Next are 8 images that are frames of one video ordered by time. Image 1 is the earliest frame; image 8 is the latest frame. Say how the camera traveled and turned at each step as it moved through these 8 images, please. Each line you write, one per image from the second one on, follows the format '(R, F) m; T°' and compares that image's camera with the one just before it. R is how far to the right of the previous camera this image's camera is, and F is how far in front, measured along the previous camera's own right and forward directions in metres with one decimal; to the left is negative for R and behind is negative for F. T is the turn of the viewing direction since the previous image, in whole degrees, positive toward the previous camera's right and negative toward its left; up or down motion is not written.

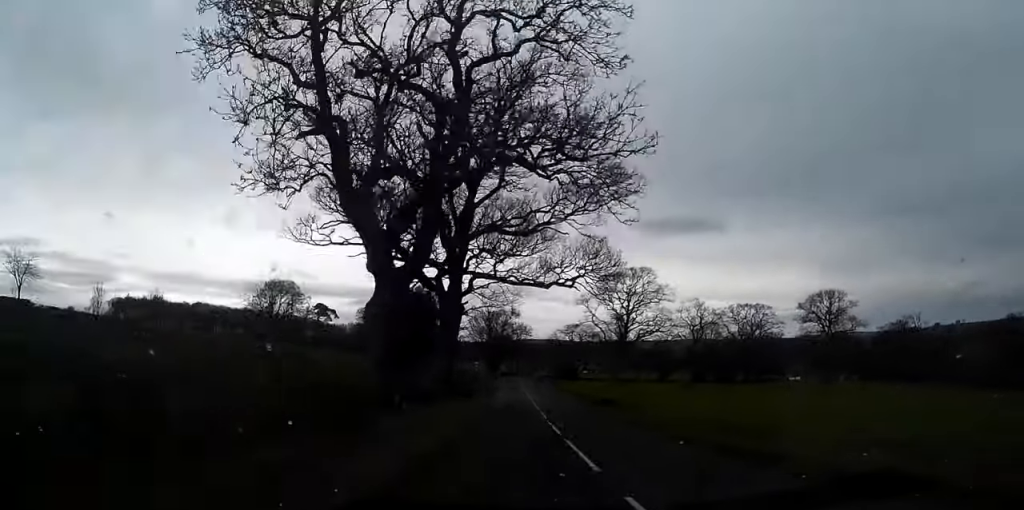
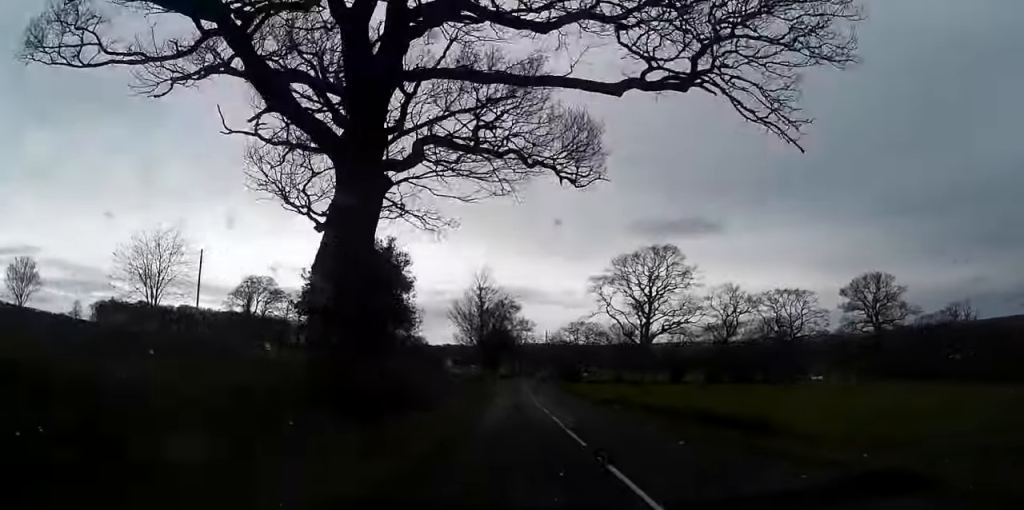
(-0.5, +24.3) m; 0°
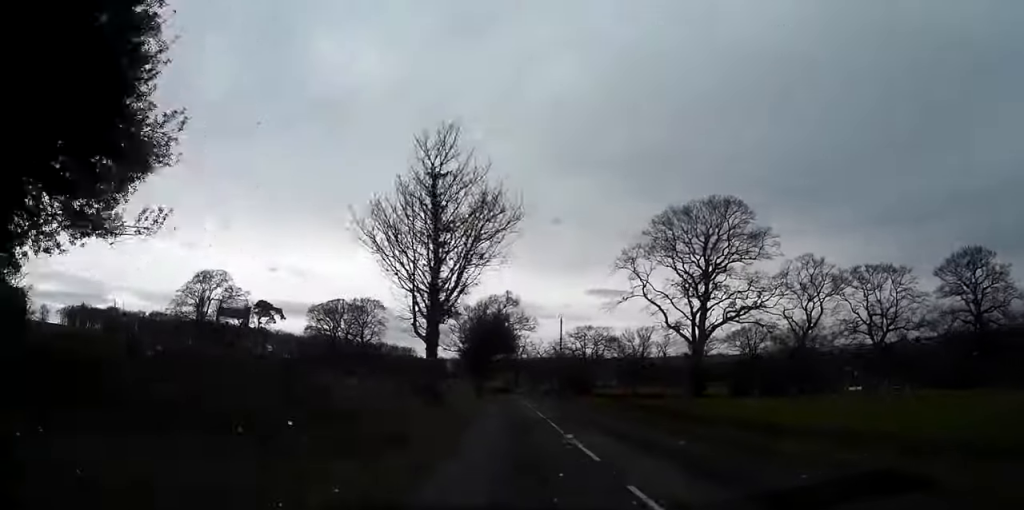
(+0.5, +38.4) m; +1°
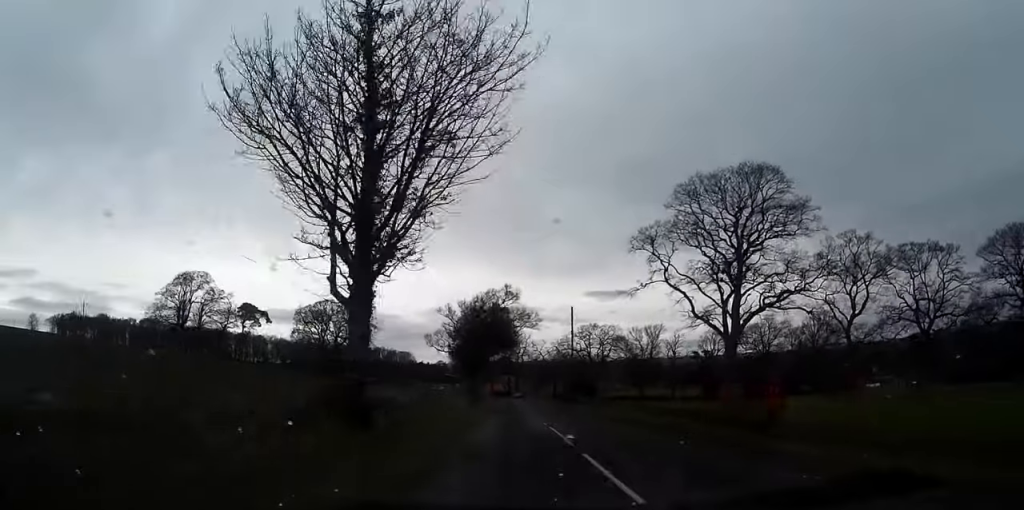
(+0.1, +13.3) m; 0°
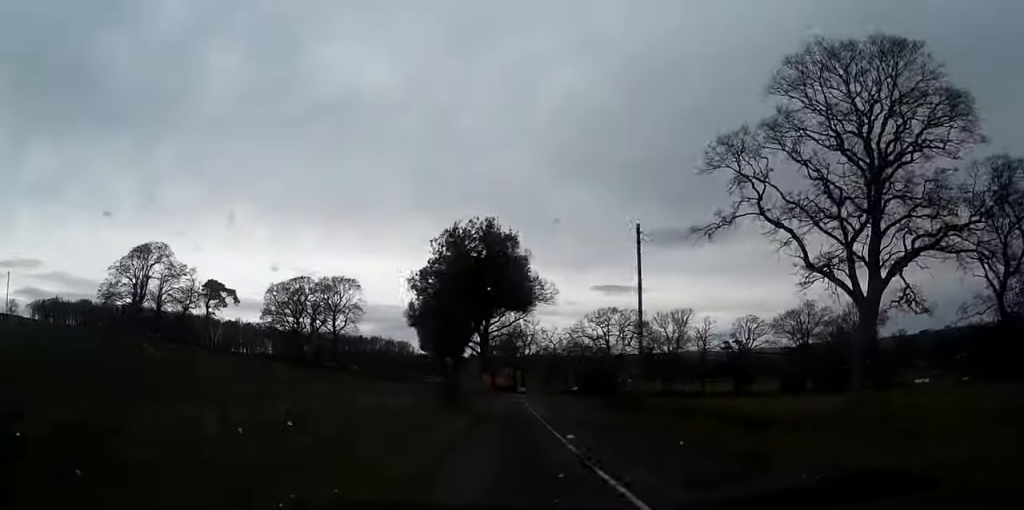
(-0.1, +29.0) m; 0°
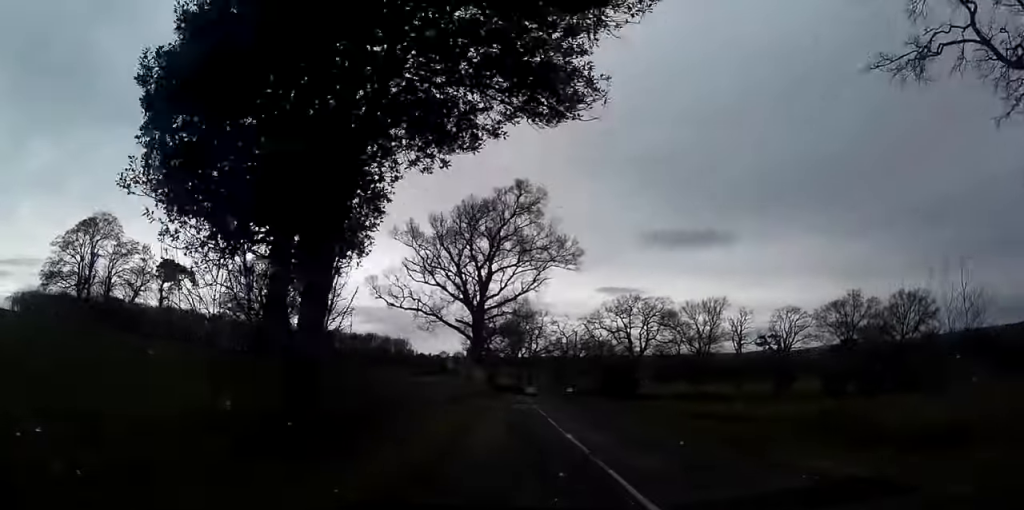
(0.0, +27.3) m; 0°
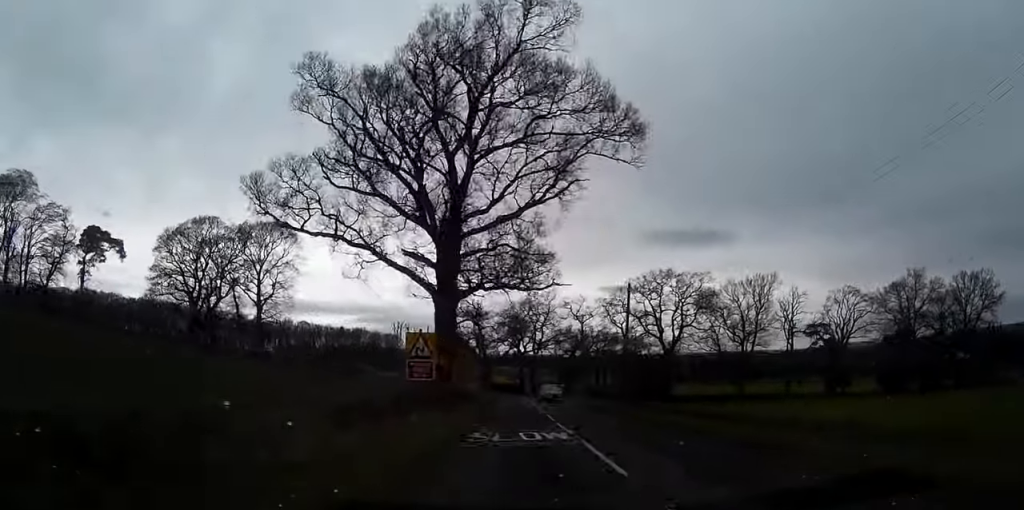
(0.0, +30.7) m; 0°
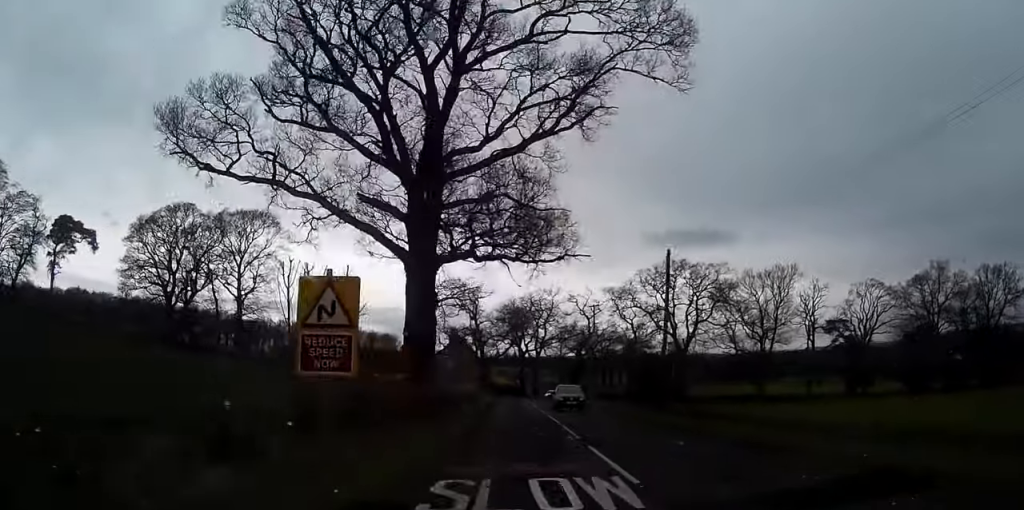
(0.0, +9.8) m; 0°
